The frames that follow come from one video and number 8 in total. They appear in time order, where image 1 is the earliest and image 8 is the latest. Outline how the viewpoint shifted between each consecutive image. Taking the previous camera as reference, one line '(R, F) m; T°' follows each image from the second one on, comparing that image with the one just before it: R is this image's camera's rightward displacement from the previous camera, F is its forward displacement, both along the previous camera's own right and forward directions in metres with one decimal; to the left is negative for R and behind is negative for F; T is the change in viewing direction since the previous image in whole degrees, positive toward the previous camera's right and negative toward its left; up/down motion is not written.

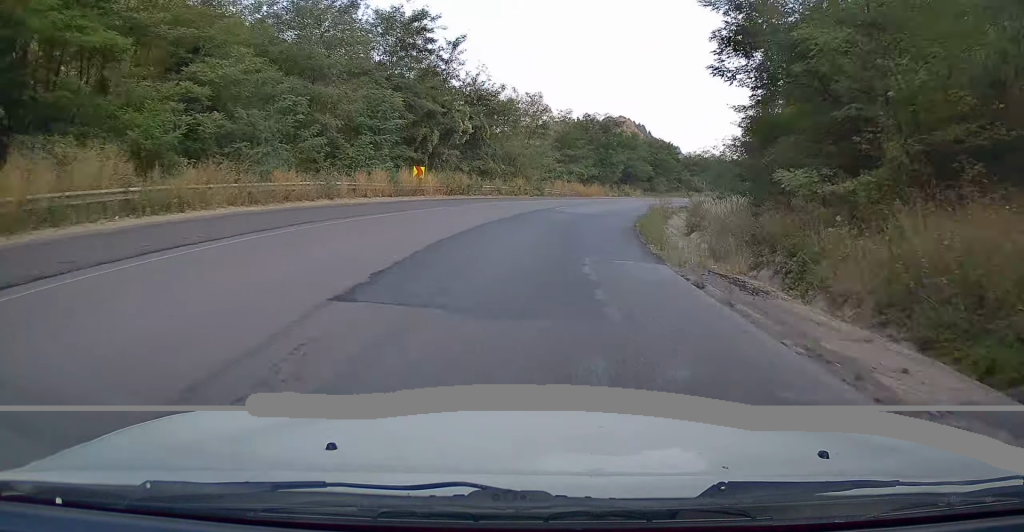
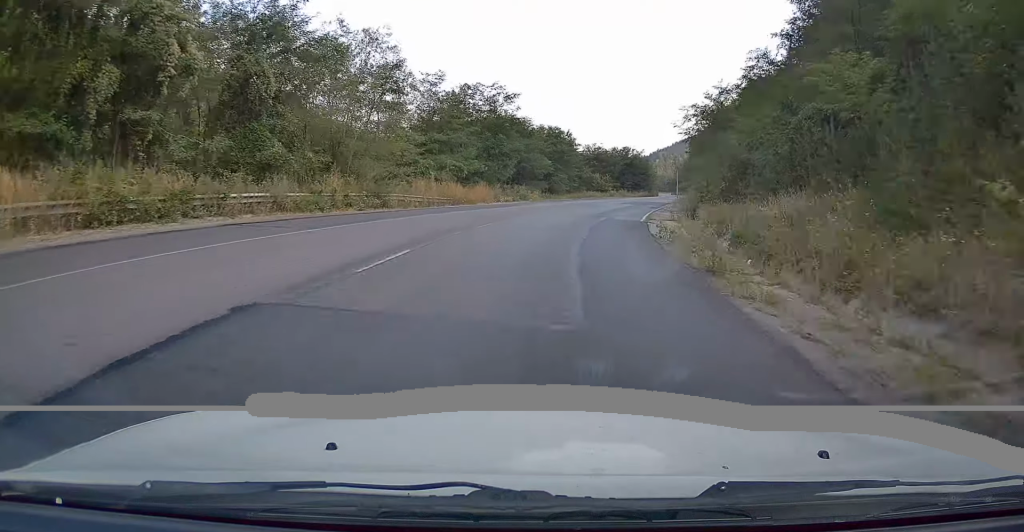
(+0.8, +26.8) m; +6°
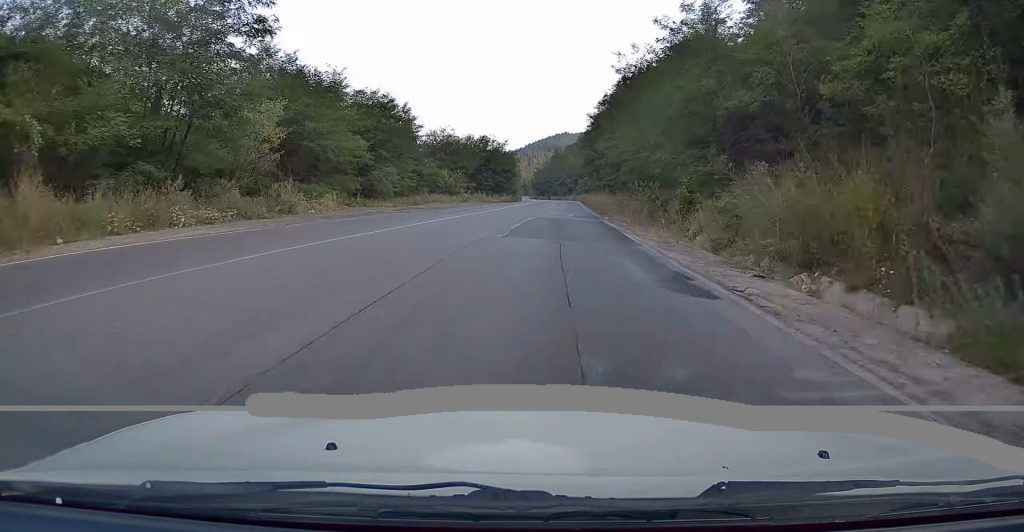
(+4.2, +34.4) m; +14°
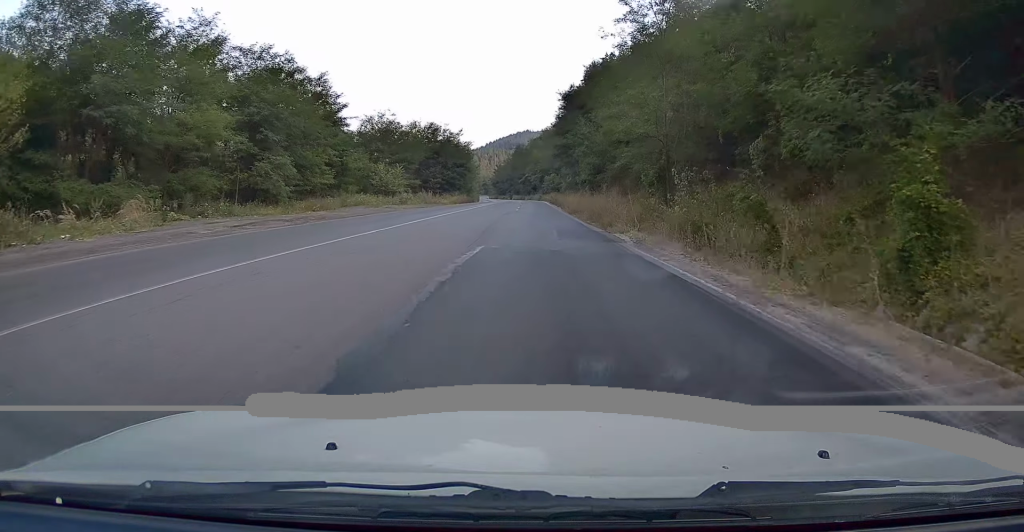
(+1.1, +18.3) m; +6°
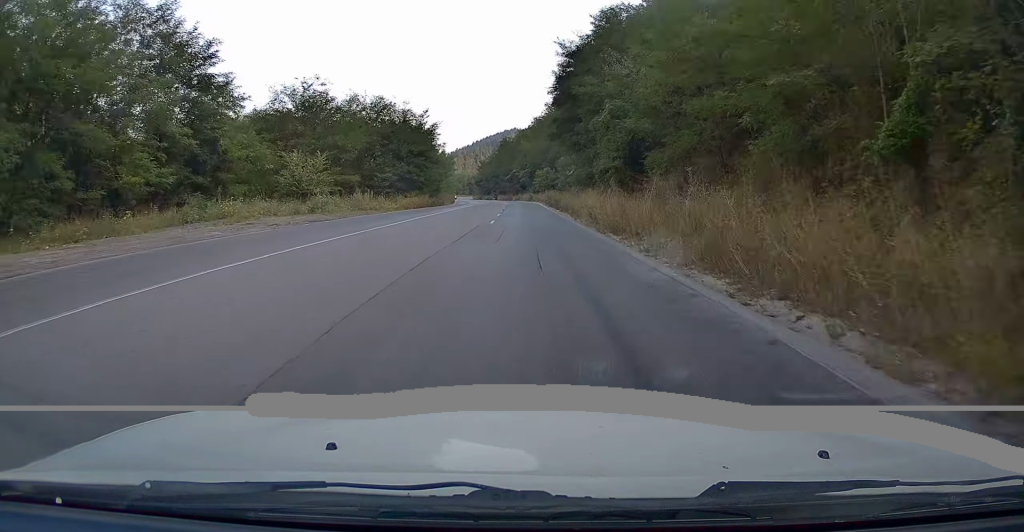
(+1.3, +24.1) m; +5°
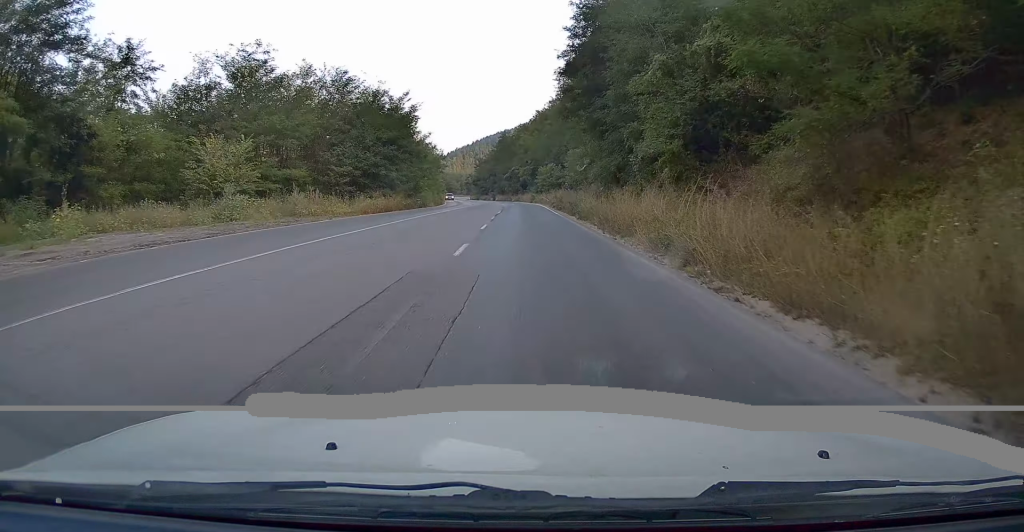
(+0.2, +13.7) m; +1°
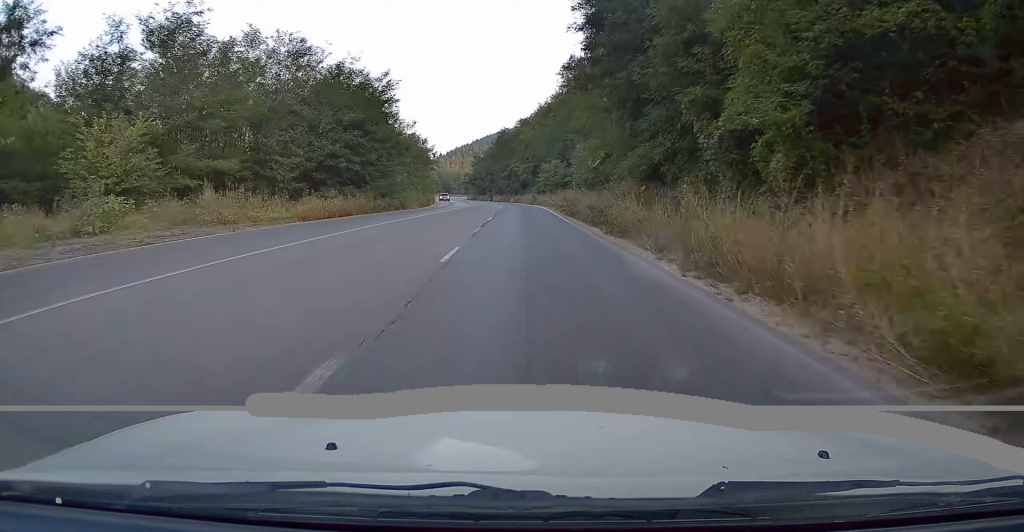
(+0.1, +10.4) m; 0°
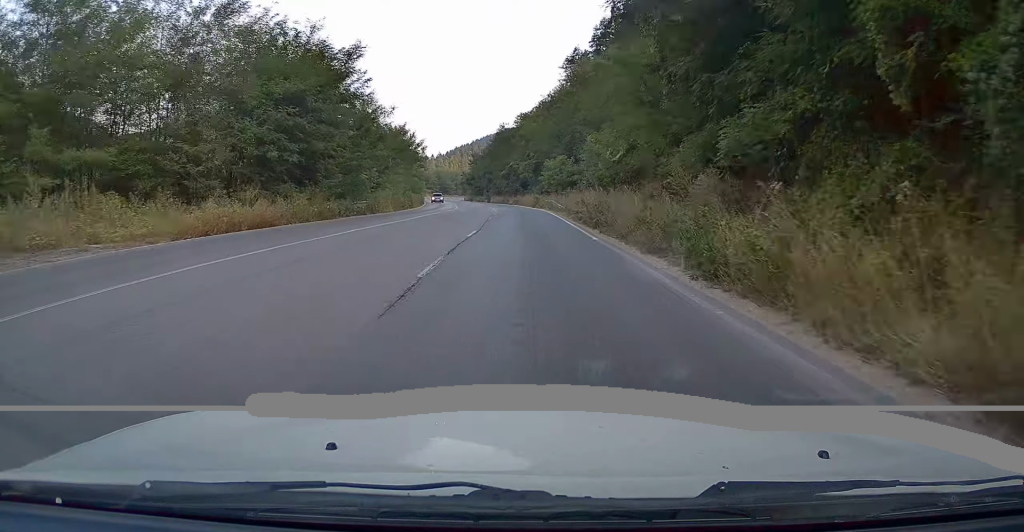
(0.0, +10.5) m; 0°
